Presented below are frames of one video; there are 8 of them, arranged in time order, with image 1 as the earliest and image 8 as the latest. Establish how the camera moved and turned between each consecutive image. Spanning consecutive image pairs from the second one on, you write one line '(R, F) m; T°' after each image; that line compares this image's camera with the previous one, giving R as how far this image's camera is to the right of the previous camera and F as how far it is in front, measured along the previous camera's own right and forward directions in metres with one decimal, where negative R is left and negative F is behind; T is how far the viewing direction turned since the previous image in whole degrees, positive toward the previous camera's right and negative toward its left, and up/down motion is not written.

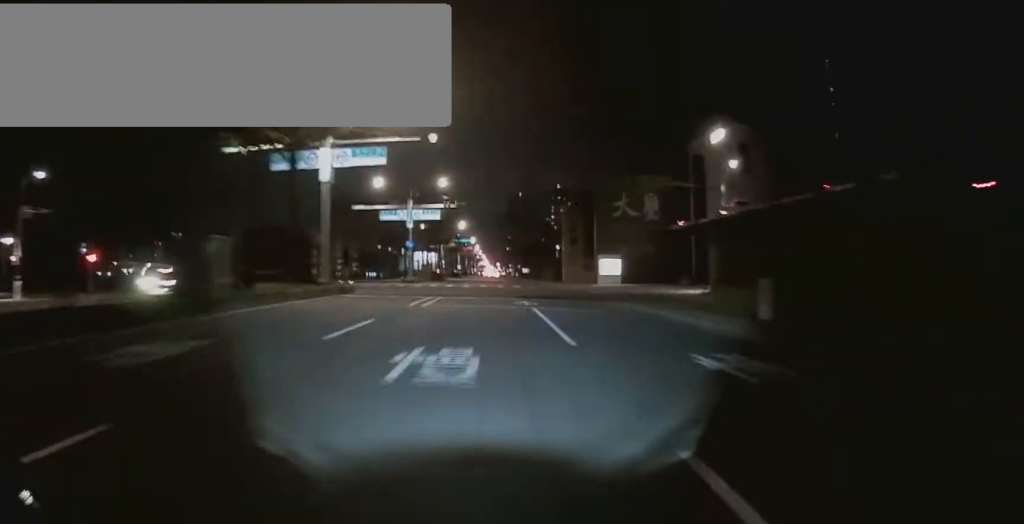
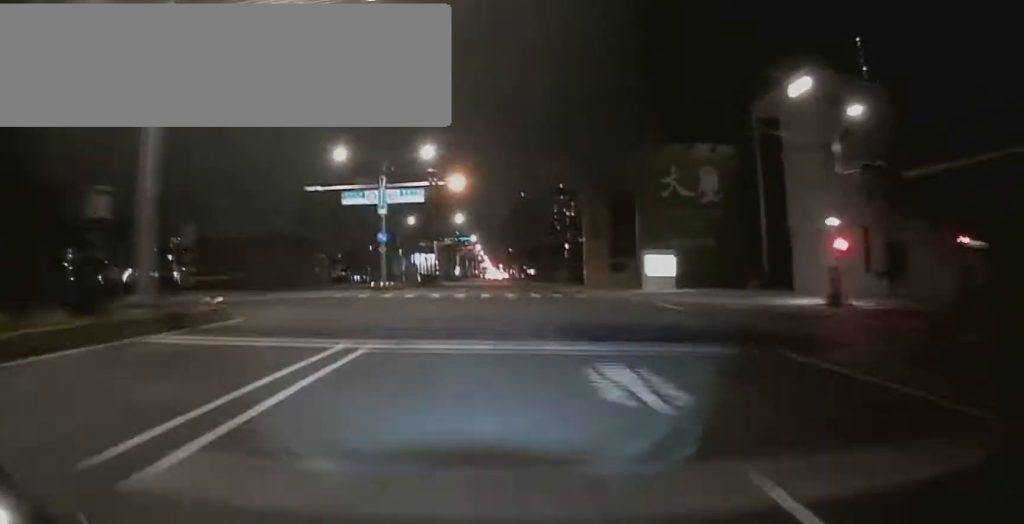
(+0.3, +16.5) m; +1°
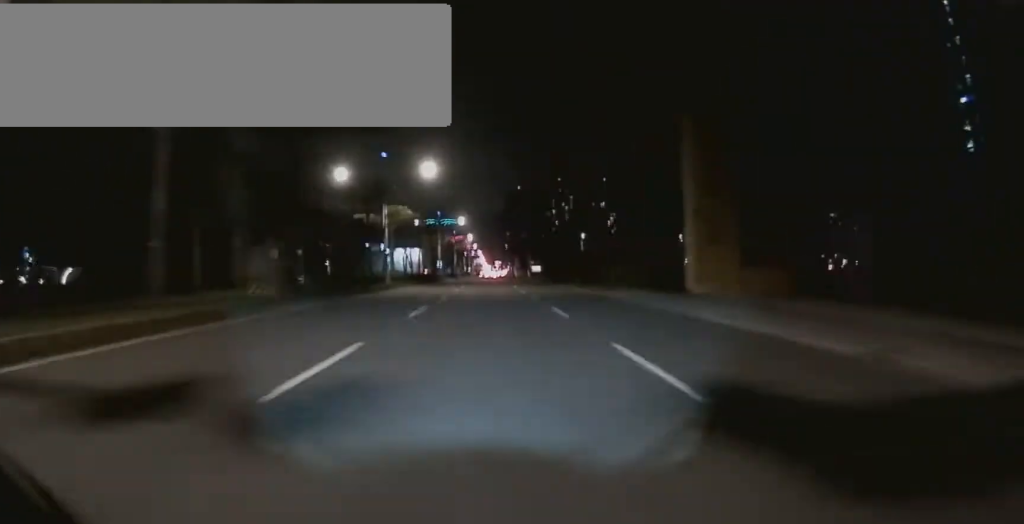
(-0.8, +35.6) m; -2°
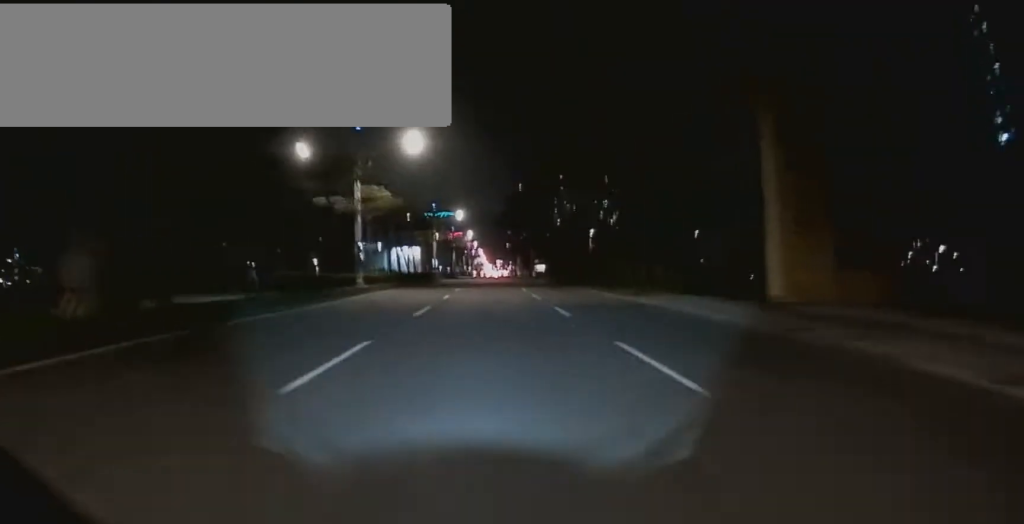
(+0.2, +8.8) m; 0°
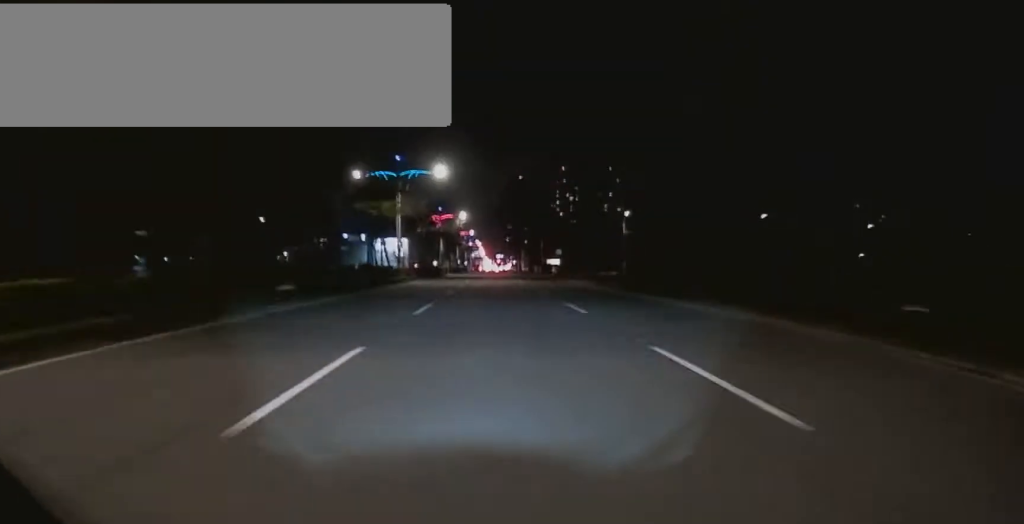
(0.0, +27.8) m; +2°
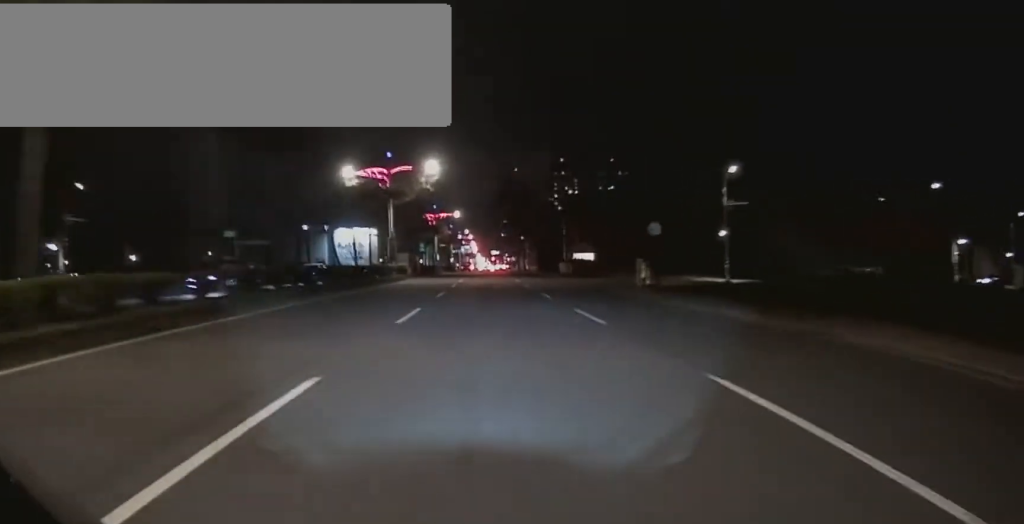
(+1.5, +35.7) m; -1°
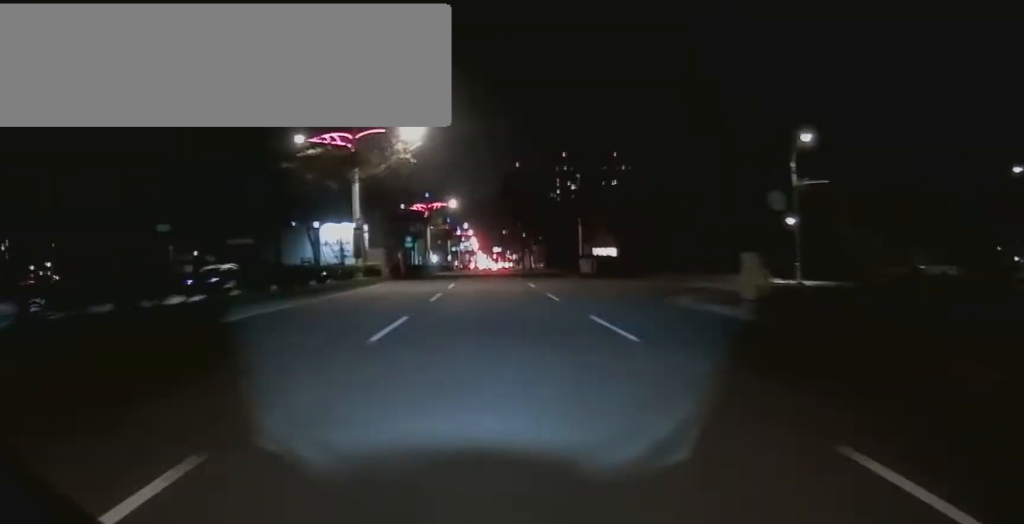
(-0.4, +10.7) m; -4°
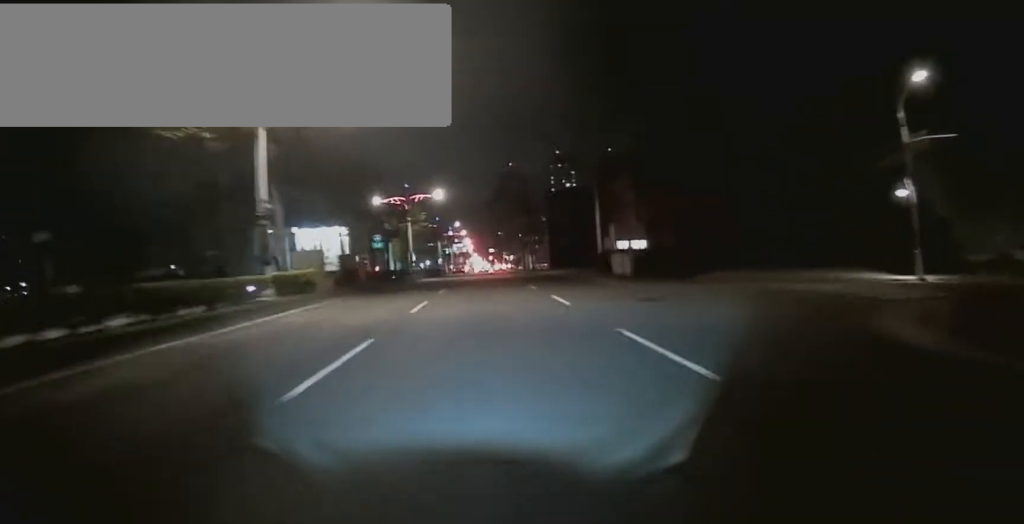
(-0.5, +11.5) m; +2°
